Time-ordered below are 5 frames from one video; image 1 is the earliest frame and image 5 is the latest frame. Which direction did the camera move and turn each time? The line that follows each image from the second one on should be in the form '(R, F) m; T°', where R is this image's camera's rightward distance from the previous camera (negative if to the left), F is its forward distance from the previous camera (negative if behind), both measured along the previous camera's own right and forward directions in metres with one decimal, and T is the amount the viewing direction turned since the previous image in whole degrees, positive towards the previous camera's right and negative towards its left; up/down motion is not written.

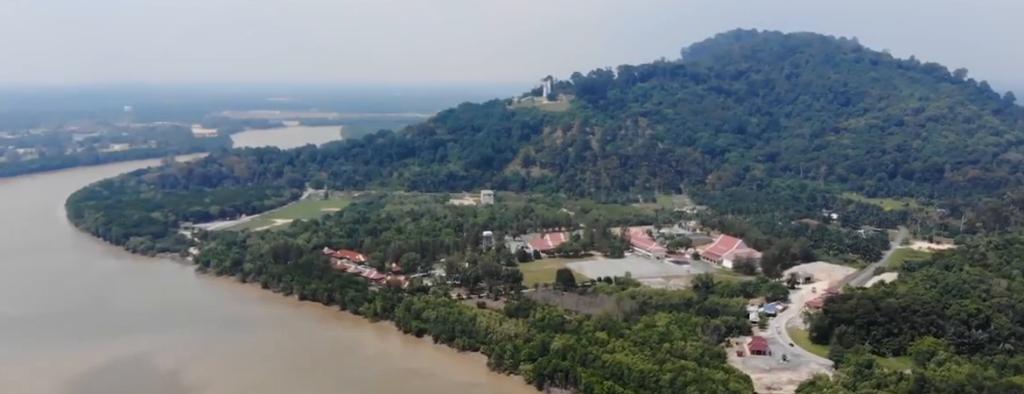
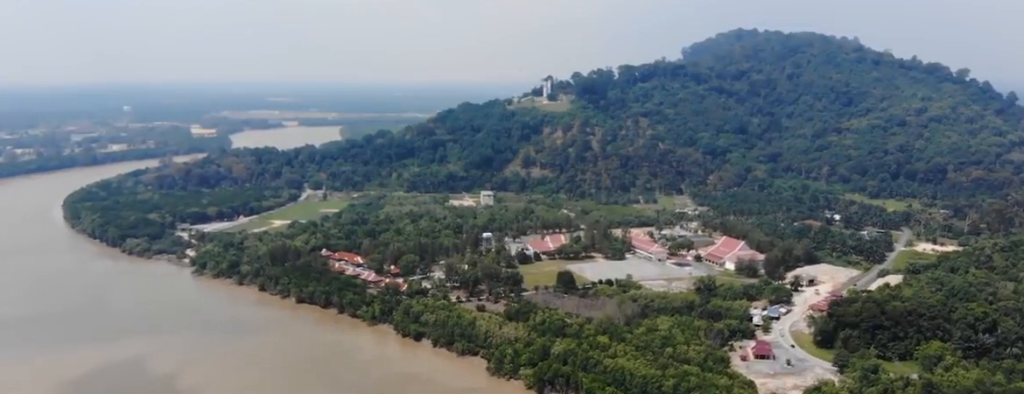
(0.0, +7.6) m; 0°
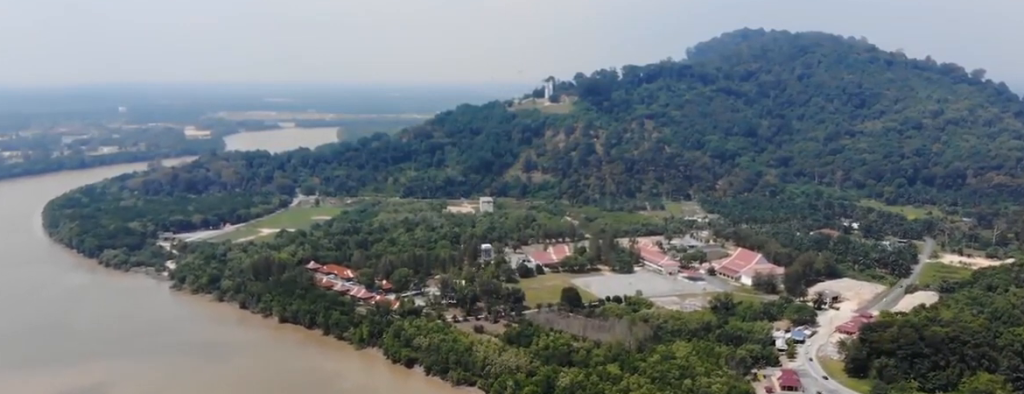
(0.0, +45.9) m; 0°
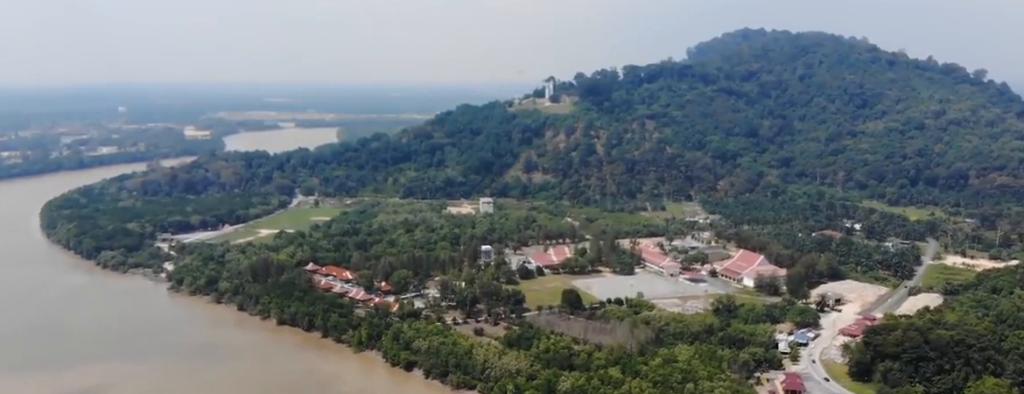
(0.0, +4.8) m; 0°
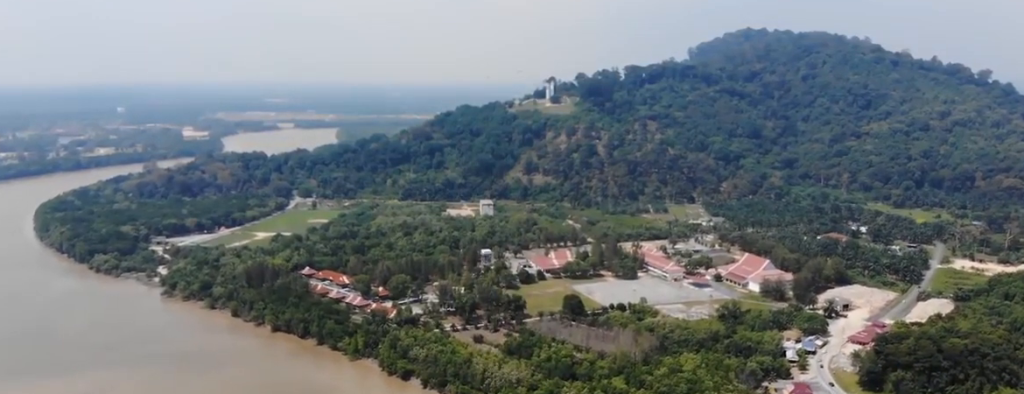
(0.0, +12.5) m; +4°
